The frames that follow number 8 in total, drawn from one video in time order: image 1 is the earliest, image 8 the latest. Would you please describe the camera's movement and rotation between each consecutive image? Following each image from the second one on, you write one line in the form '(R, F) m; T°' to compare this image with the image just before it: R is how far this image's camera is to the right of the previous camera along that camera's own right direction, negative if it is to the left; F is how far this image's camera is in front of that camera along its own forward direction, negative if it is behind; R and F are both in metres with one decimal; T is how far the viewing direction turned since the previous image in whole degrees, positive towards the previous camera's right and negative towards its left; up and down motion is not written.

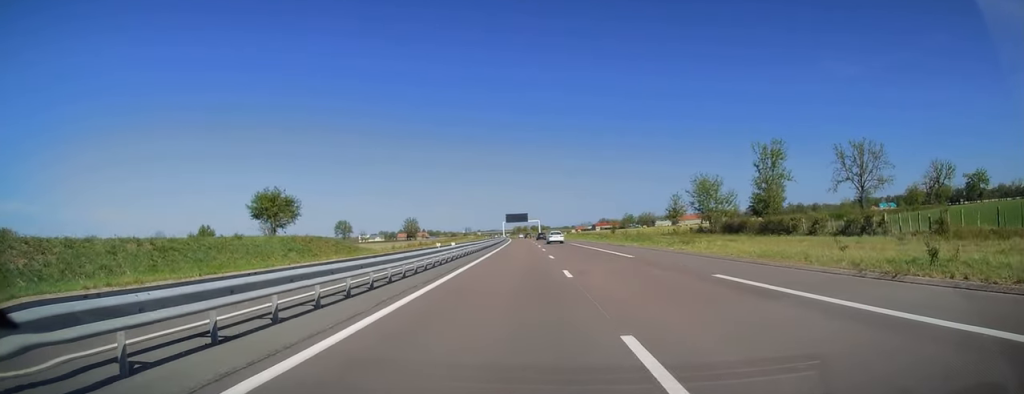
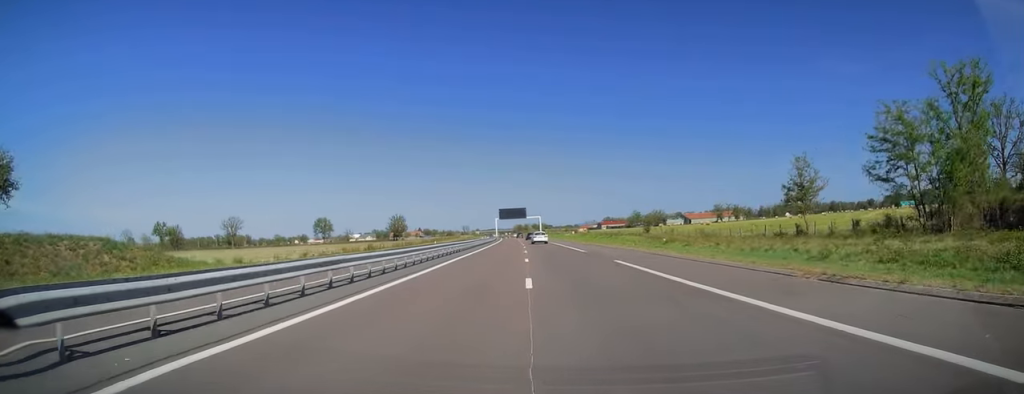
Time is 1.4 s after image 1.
(-0.1, +41.9) m; -1°
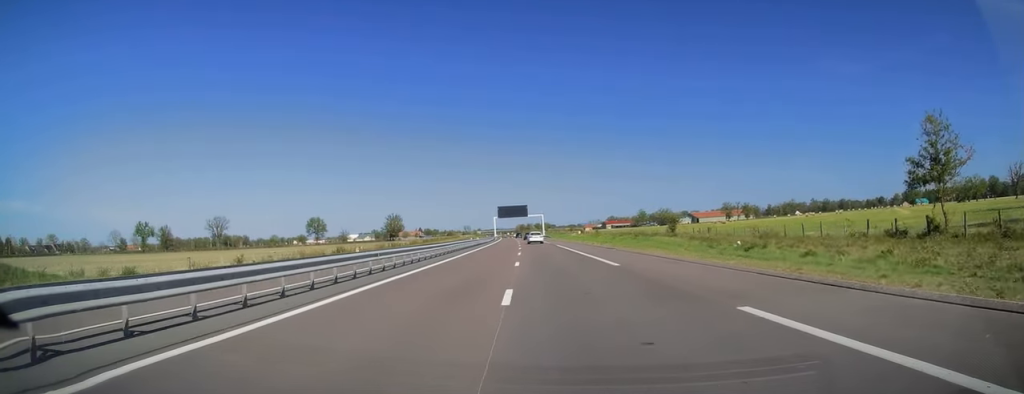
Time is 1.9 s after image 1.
(-0.1, +16.1) m; 0°
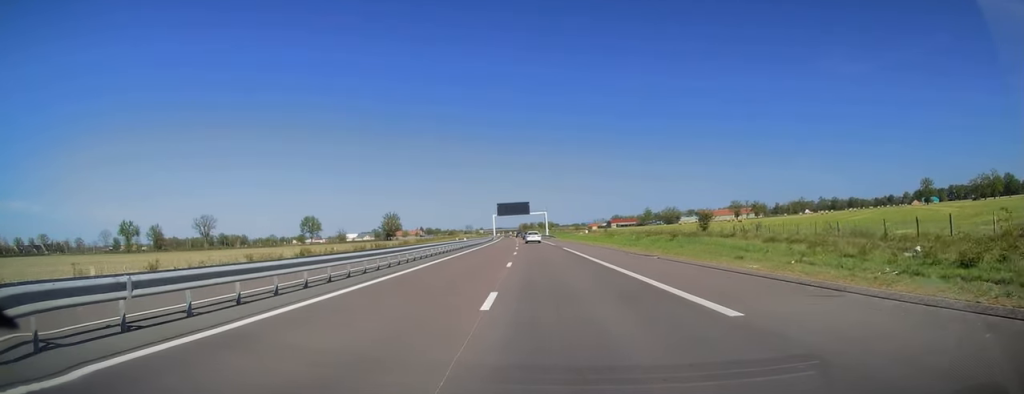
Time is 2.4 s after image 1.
(-0.1, +13.6) m; 0°
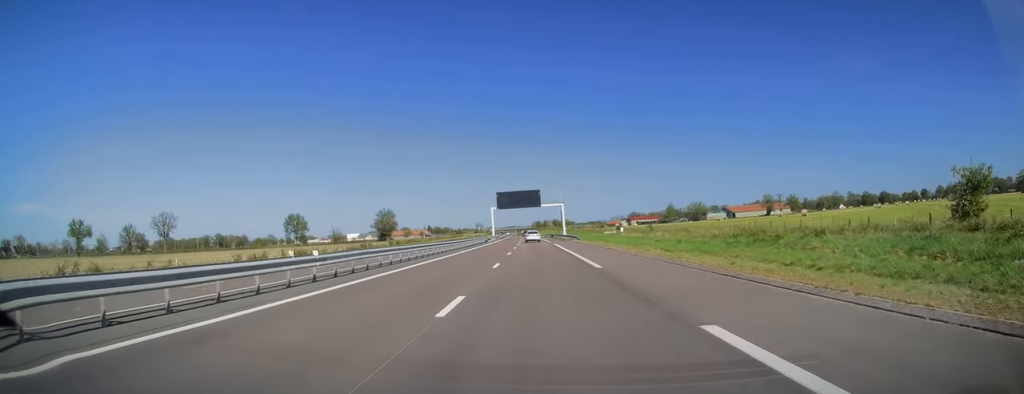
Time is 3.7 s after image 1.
(-0.3, +39.5) m; -1°
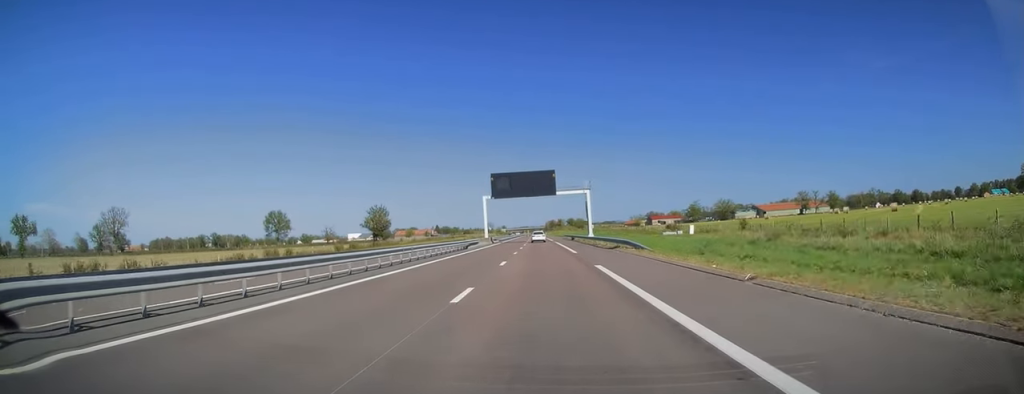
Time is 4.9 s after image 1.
(-0.5, +36.9) m; -1°
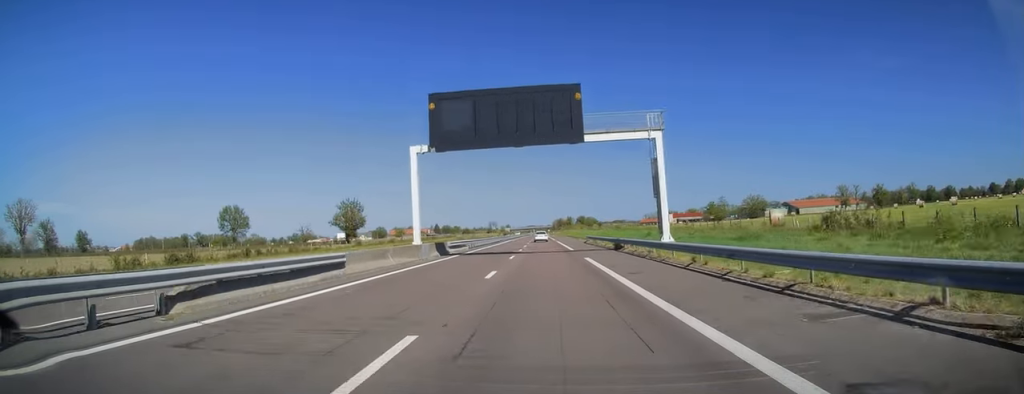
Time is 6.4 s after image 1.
(0.0, +45.6) m; -1°
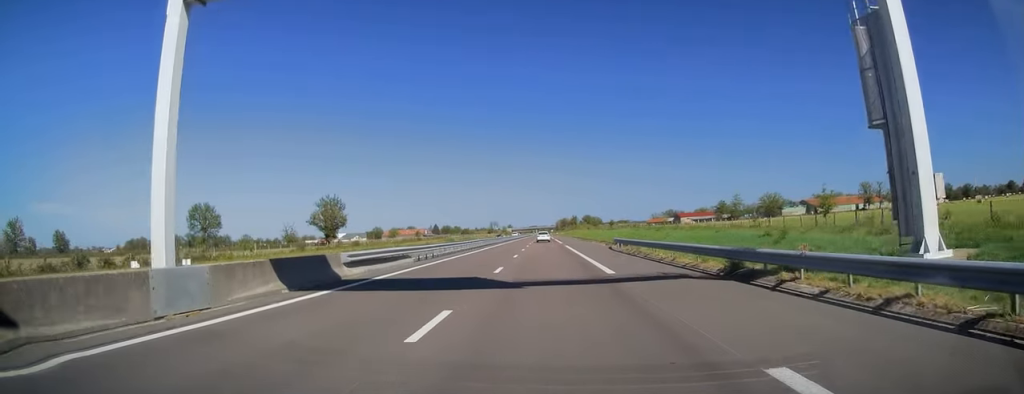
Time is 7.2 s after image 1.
(-0.3, +23.2) m; -1°
